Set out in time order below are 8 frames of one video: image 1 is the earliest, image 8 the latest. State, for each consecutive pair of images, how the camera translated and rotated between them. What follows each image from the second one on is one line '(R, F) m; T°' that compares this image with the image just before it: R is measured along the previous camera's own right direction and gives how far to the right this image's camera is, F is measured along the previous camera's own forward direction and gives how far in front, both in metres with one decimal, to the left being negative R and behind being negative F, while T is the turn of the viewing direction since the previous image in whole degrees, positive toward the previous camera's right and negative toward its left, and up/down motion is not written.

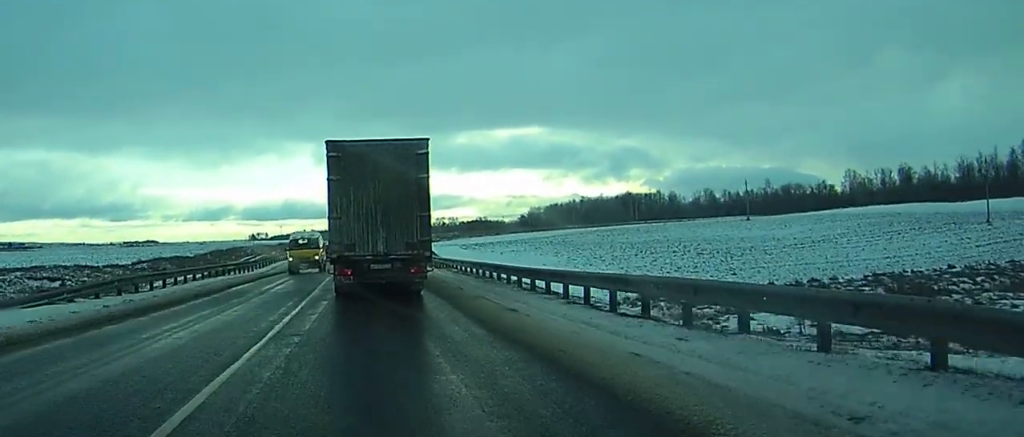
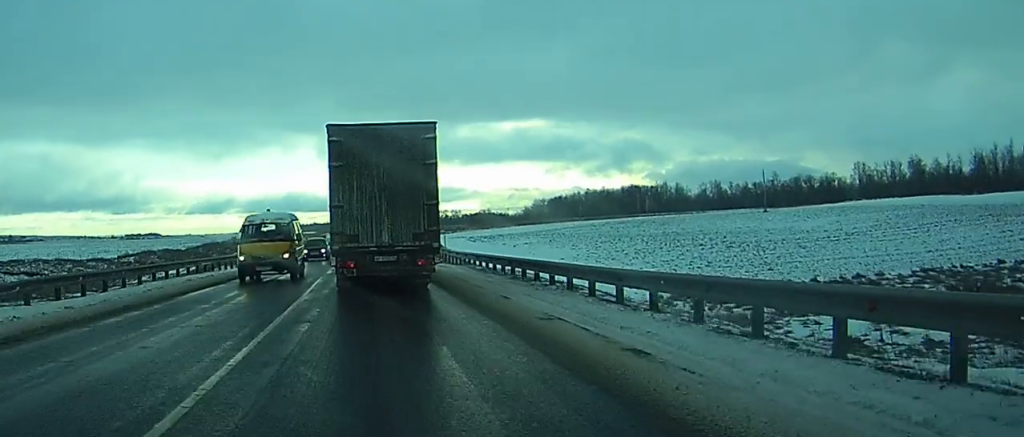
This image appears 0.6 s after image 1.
(0.0, +7.7) m; 0°
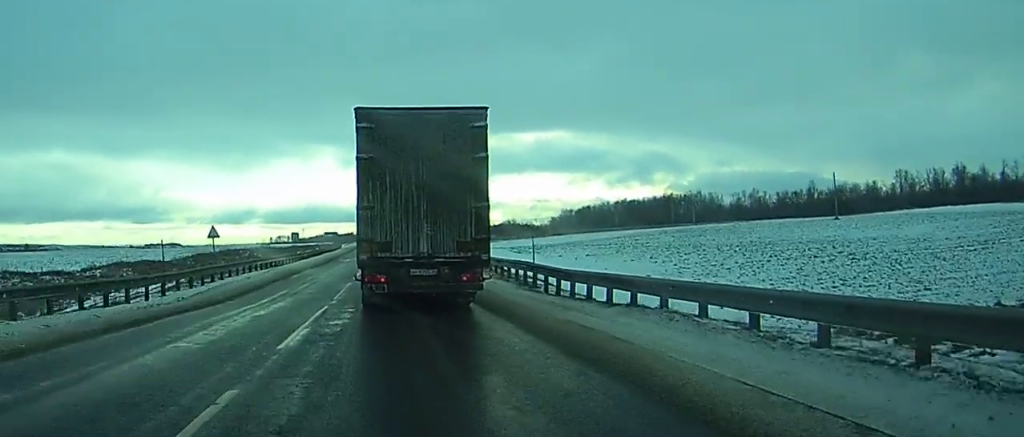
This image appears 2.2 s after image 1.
(+0.2, +21.4) m; +1°
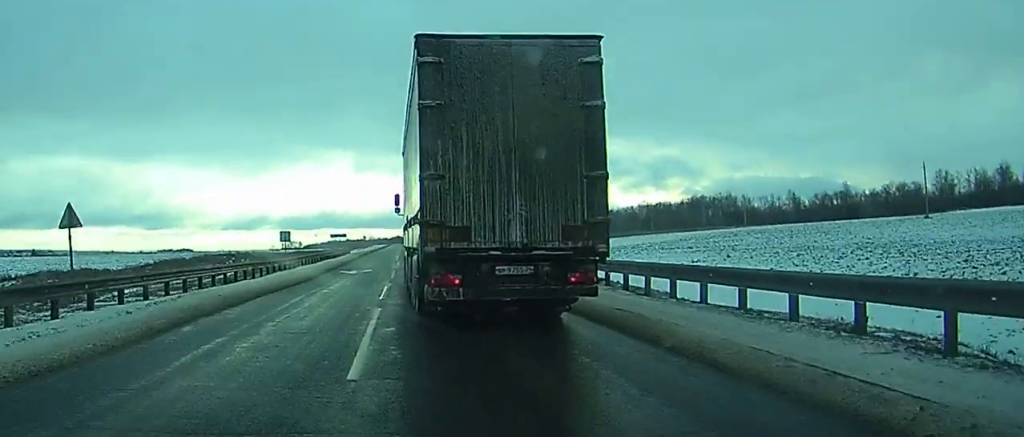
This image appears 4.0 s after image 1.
(-0.3, +25.5) m; -2°
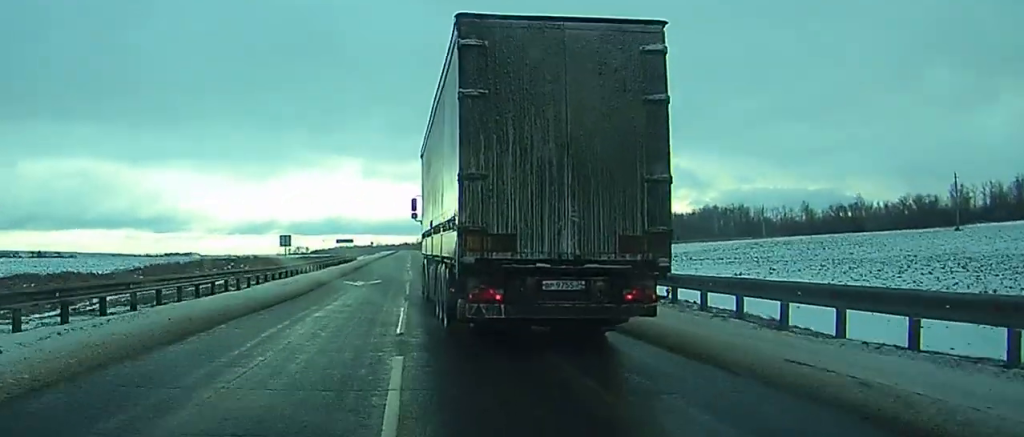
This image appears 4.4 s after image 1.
(0.0, +6.1) m; -1°
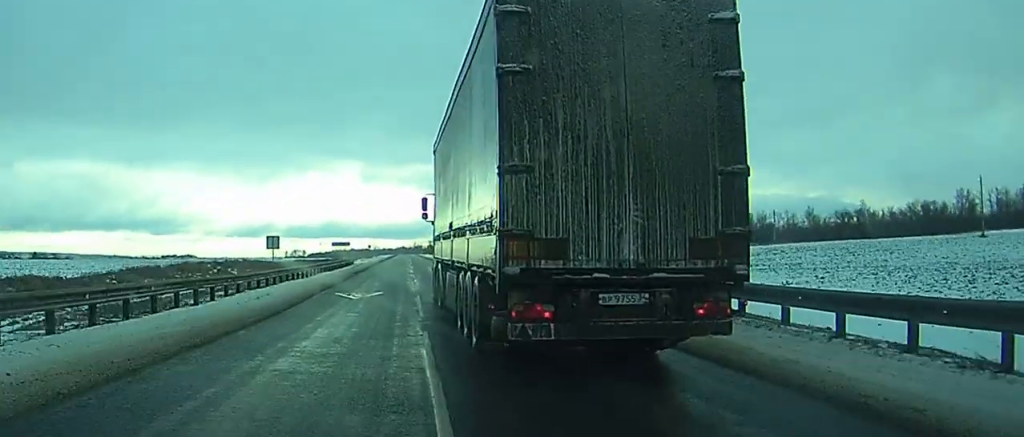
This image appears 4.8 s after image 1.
(-0.1, +7.0) m; 0°
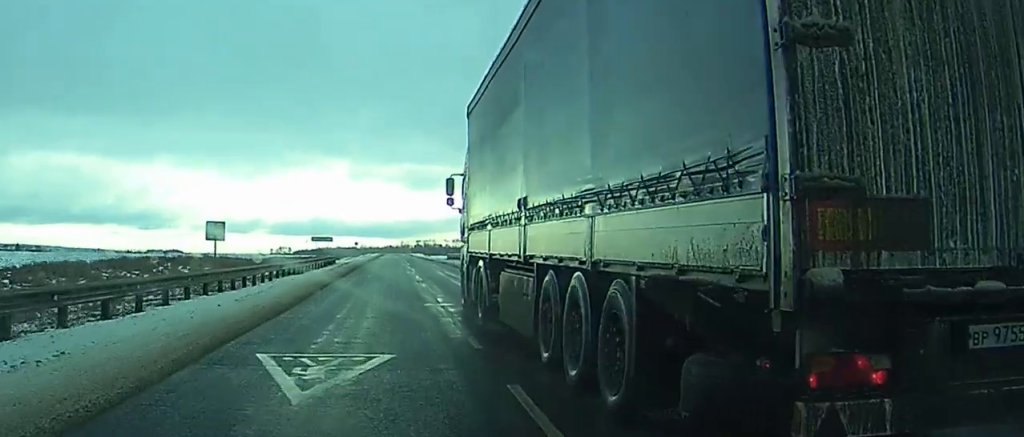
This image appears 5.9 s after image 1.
(-0.1, +17.3) m; 0°
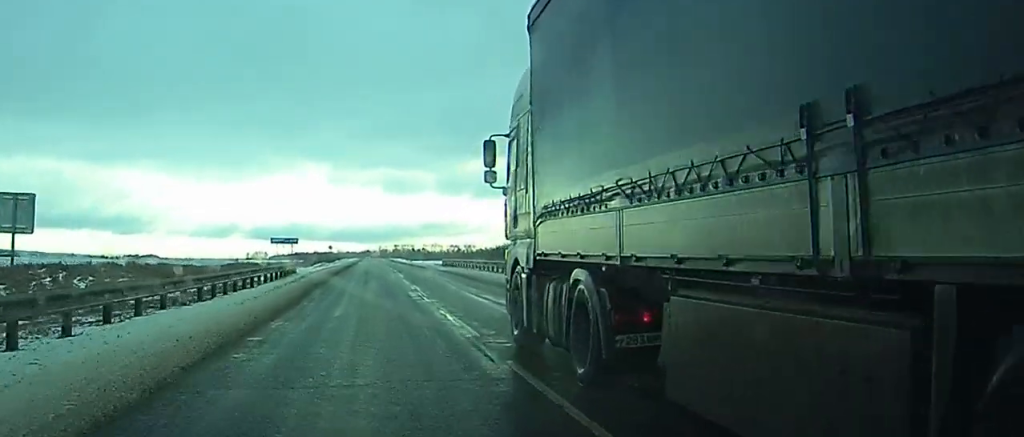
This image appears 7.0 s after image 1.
(+0.1, +20.4) m; +1°
